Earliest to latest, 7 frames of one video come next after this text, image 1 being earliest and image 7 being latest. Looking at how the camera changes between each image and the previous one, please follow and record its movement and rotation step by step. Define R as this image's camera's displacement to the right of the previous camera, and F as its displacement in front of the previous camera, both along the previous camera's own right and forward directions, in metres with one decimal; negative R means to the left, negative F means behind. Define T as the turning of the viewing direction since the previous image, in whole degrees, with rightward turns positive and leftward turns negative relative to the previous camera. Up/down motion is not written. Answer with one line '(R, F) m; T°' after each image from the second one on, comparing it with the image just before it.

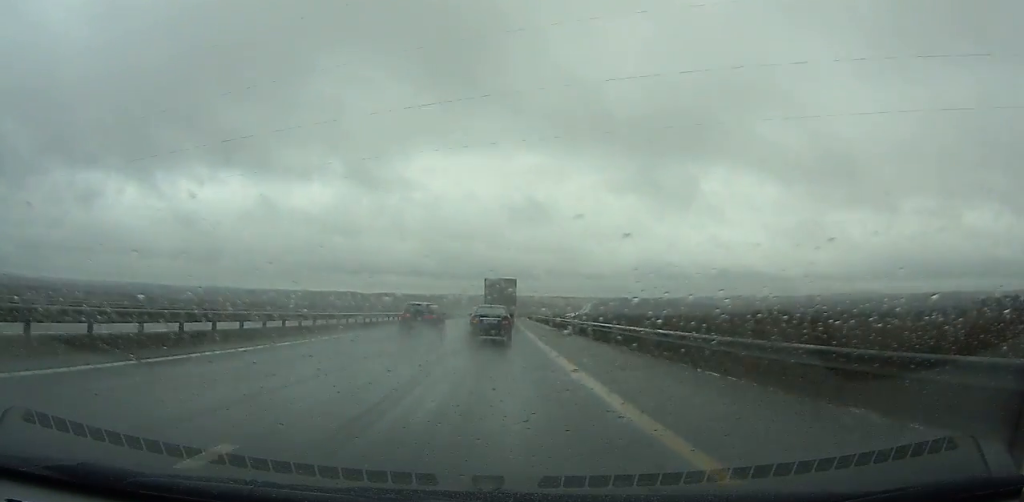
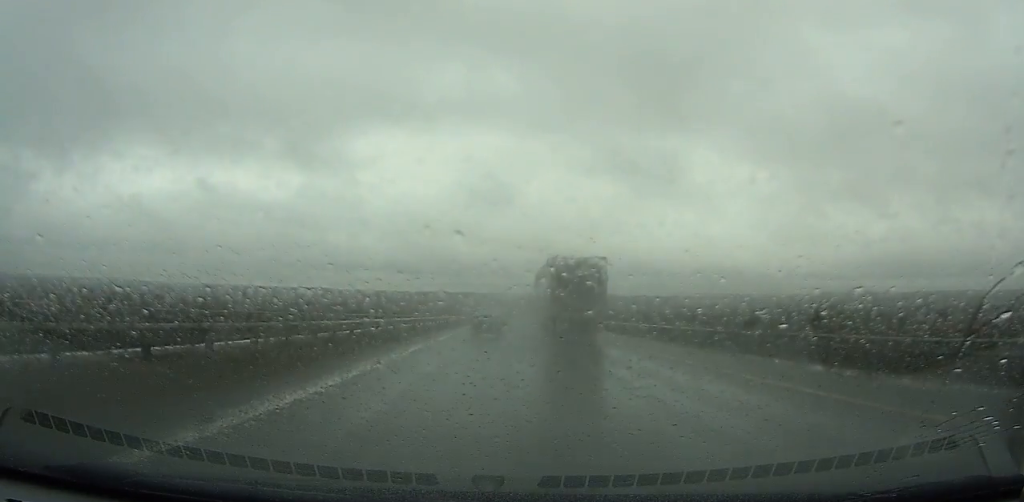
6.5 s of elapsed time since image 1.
(+1.8, +153.7) m; +2°
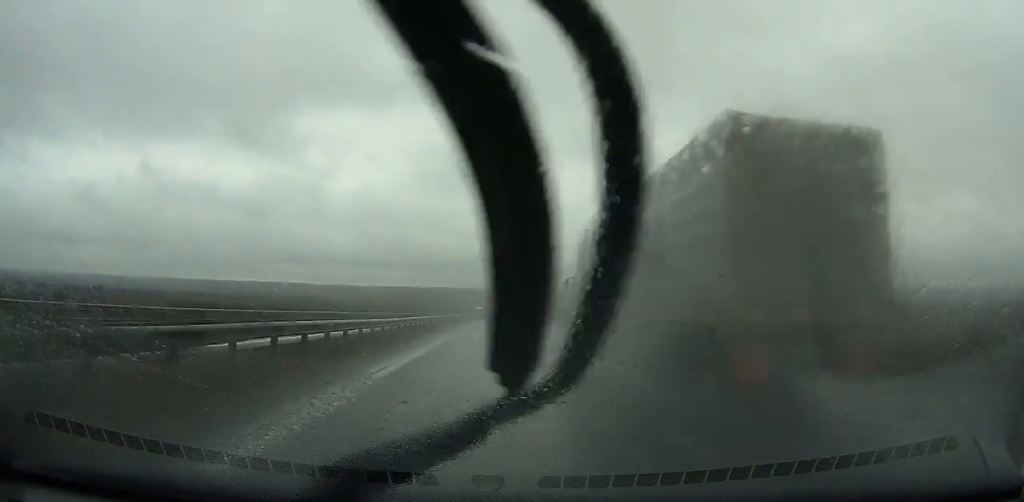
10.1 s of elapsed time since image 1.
(+2.0, +90.8) m; +2°
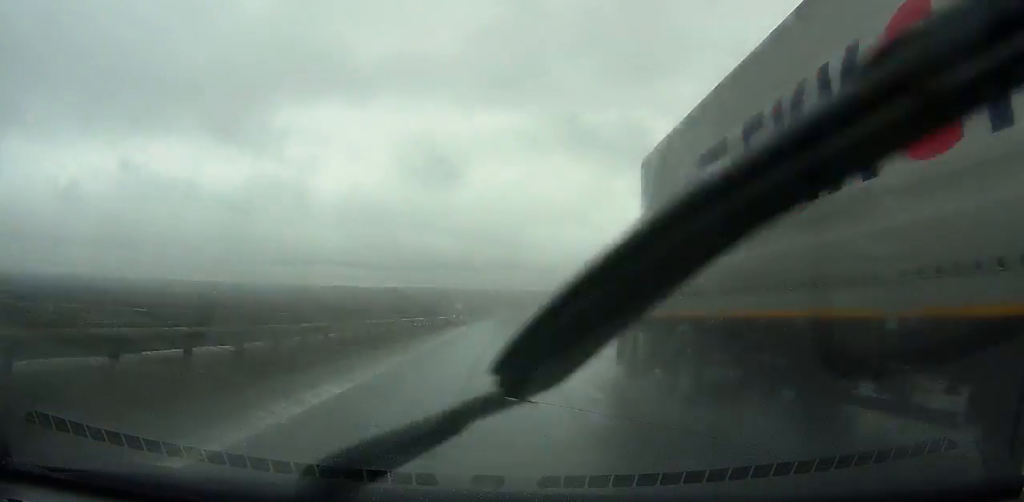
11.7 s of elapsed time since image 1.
(+0.7, +42.0) m; +1°
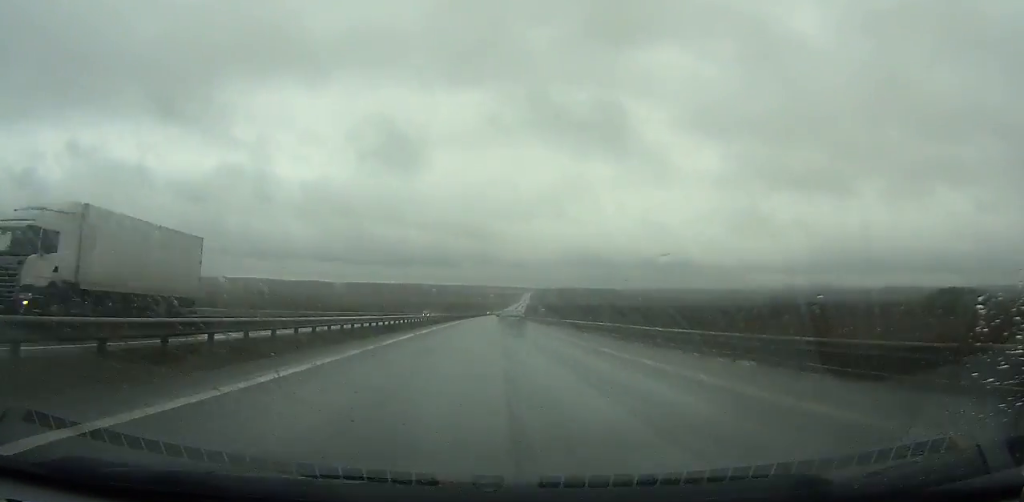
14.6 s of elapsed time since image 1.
(+0.4, +78.2) m; +1°
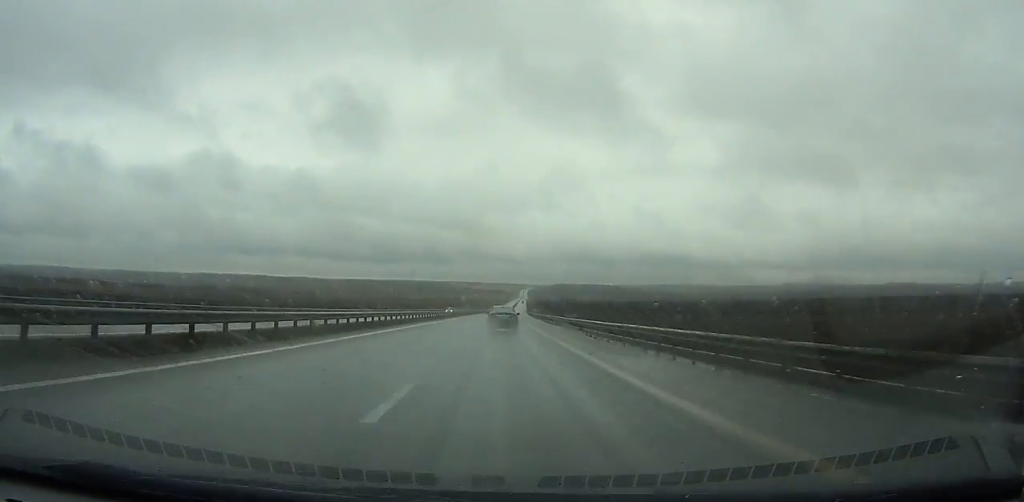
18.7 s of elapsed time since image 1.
(+2.1, +113.5) m; +2°
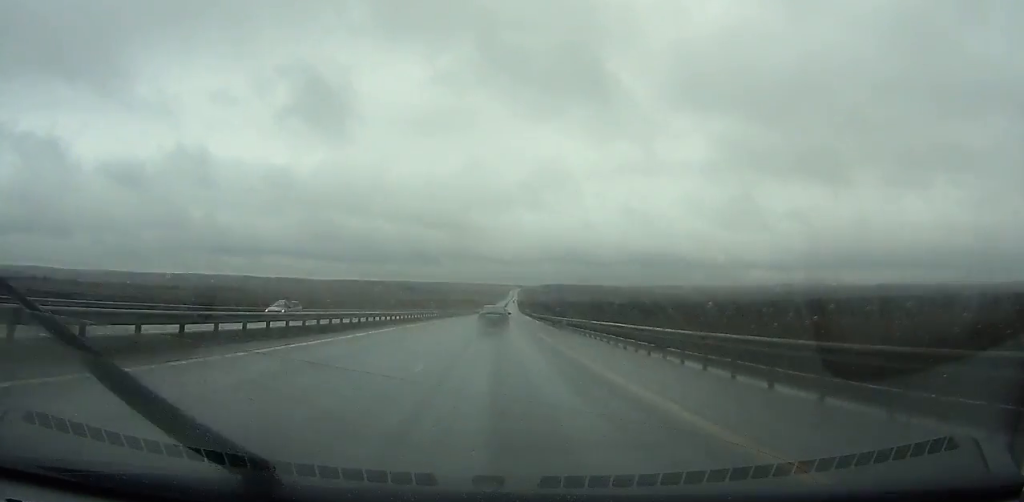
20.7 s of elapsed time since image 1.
(+0.1, +56.0) m; +1°
